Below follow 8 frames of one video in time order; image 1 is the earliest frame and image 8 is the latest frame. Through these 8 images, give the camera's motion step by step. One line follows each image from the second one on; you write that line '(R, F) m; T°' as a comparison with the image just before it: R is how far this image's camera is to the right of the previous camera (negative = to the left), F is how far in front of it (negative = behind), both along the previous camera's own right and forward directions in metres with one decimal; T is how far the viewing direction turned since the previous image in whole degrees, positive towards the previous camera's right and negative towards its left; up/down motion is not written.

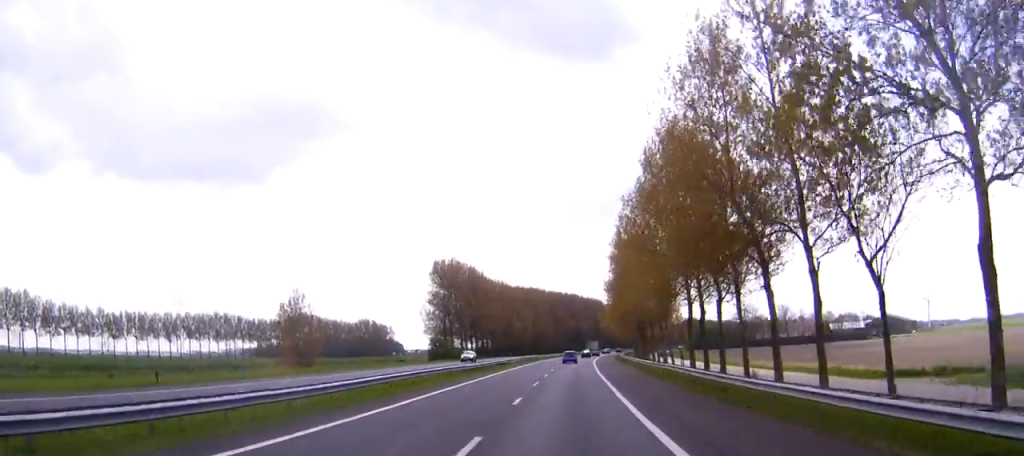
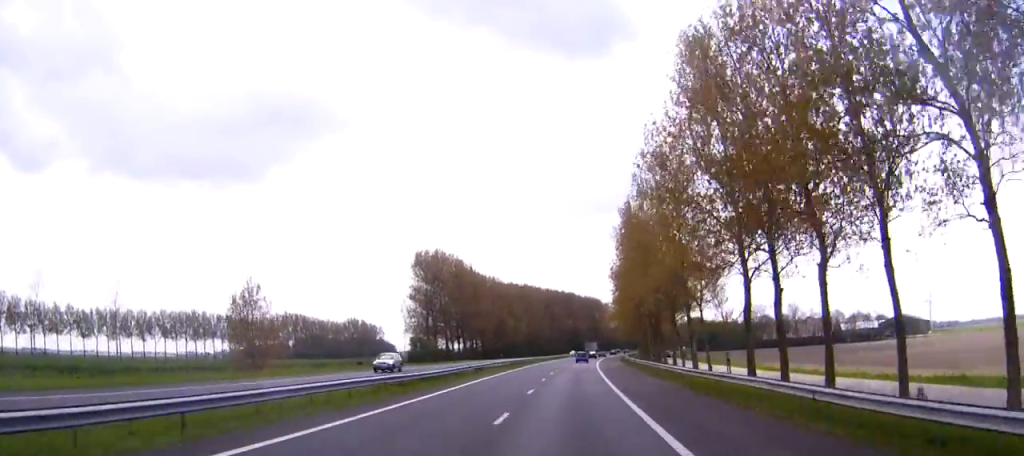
(0.0, +18.7) m; 0°
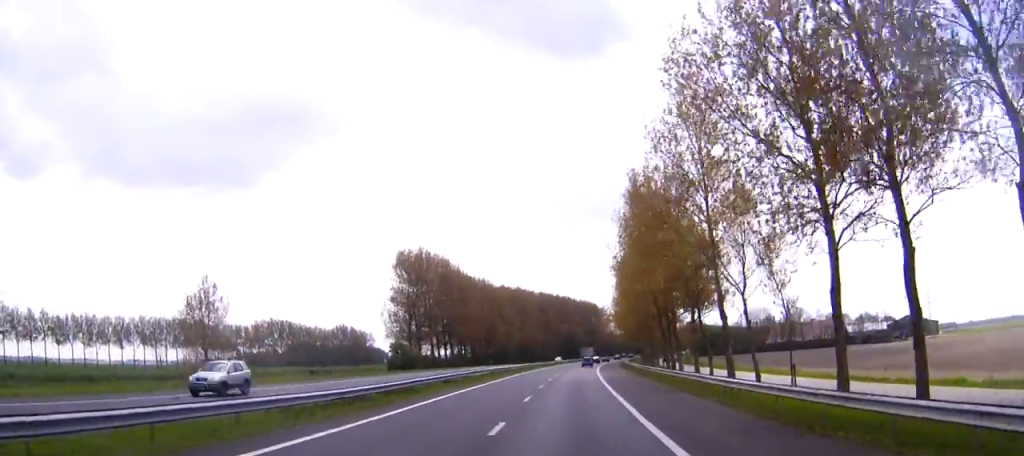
(0.0, +13.4) m; 0°
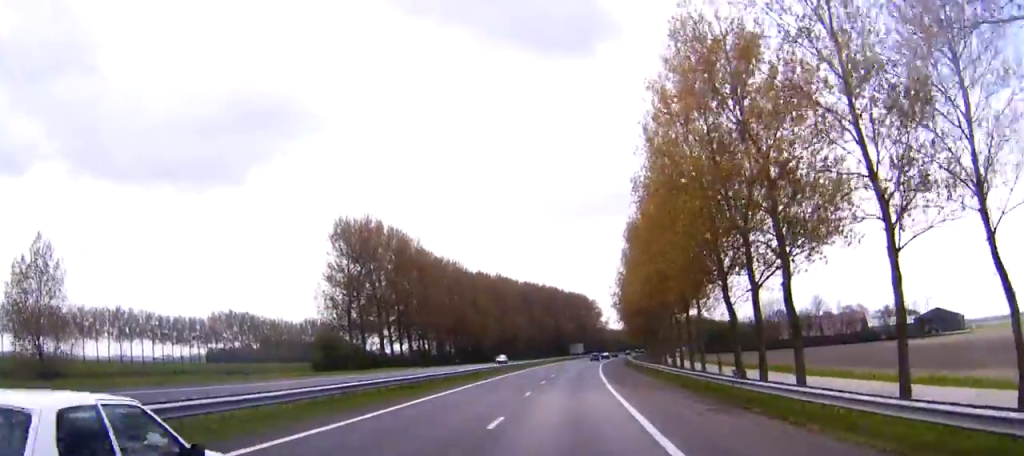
(+0.4, +35.4) m; +1°
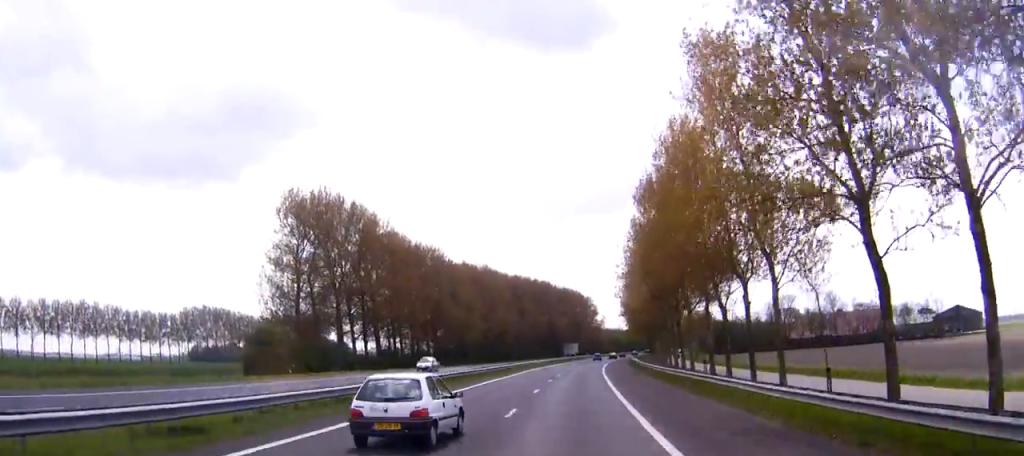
(+0.1, +20.7) m; 0°
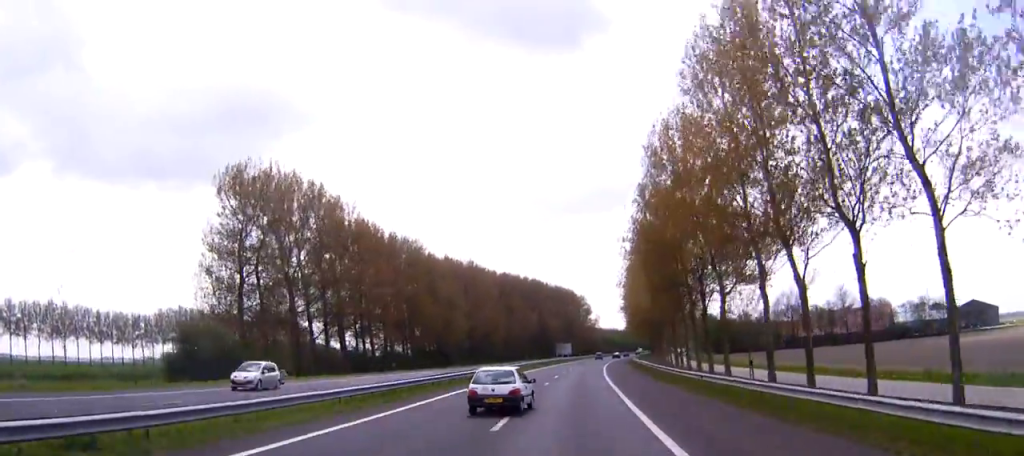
(+0.1, +16.0) m; +1°
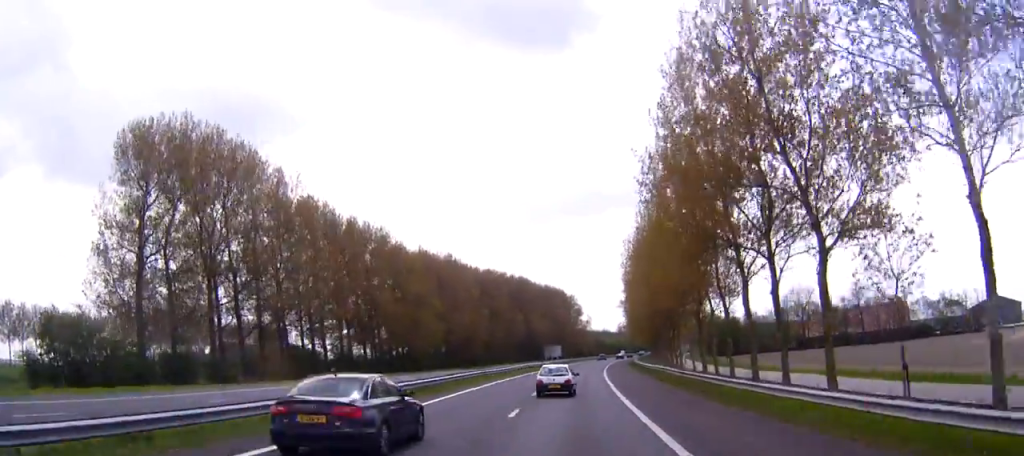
(+0.1, +20.0) m; +1°
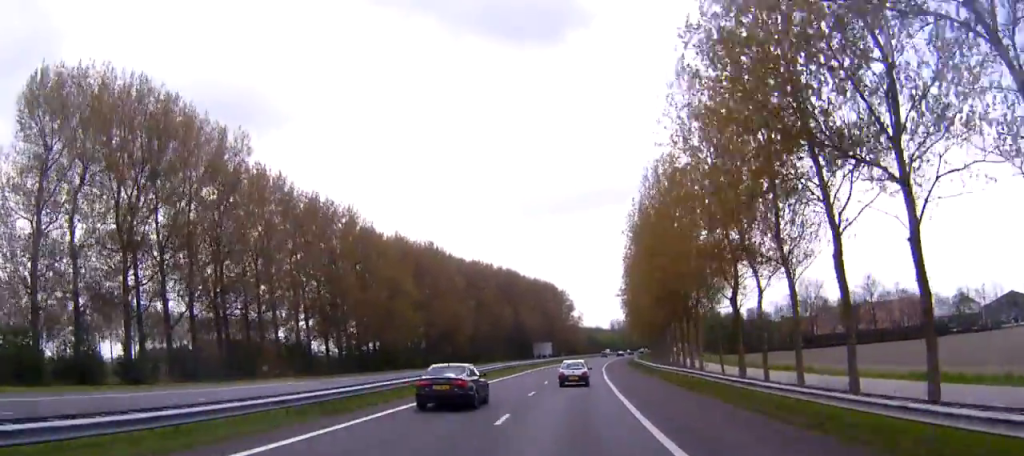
(+0.1, +14.6) m; +1°
